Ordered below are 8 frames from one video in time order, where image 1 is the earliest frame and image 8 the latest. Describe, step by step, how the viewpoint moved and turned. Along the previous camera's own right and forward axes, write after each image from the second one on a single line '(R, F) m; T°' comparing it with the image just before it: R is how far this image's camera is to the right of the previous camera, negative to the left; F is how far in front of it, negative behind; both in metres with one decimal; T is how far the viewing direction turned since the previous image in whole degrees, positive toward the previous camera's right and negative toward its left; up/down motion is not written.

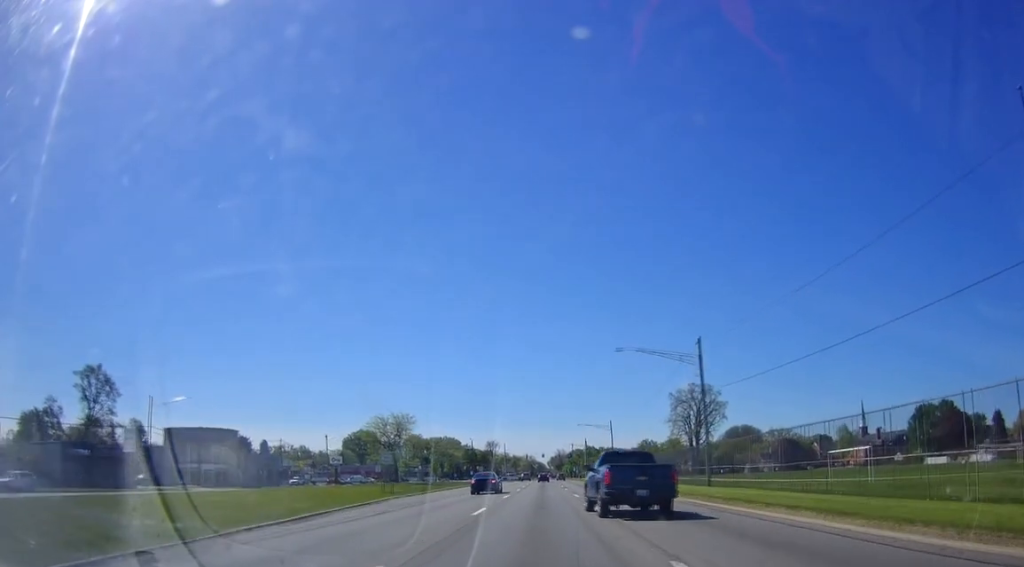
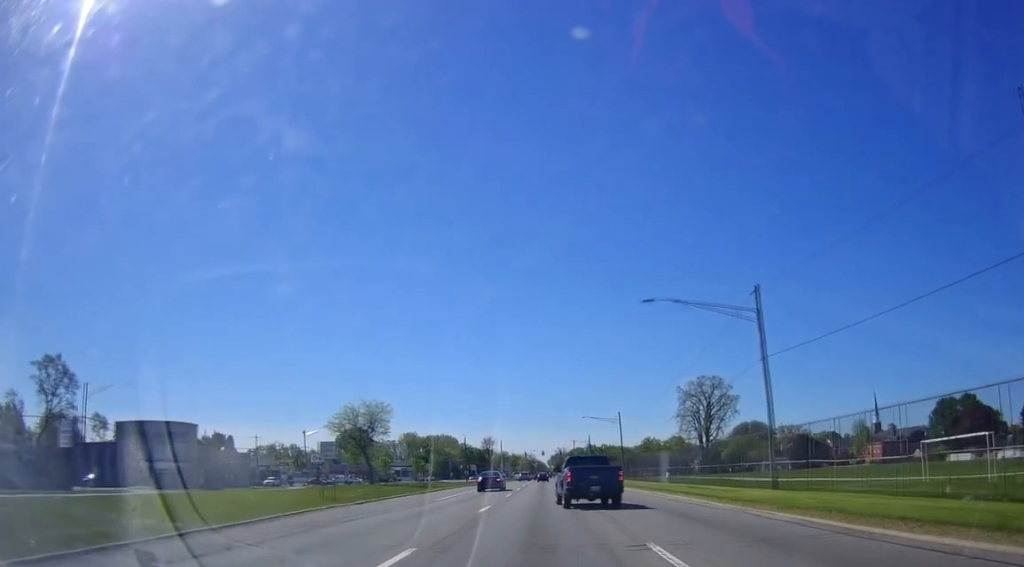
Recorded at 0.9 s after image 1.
(-0.5, +12.8) m; -1°
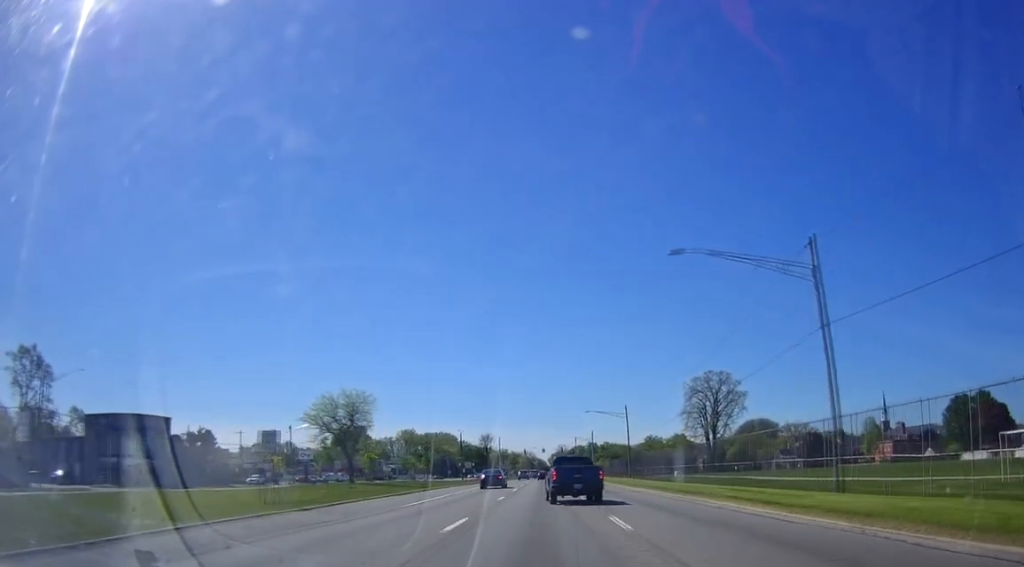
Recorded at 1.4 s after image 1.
(-0.1, +7.3) m; +1°
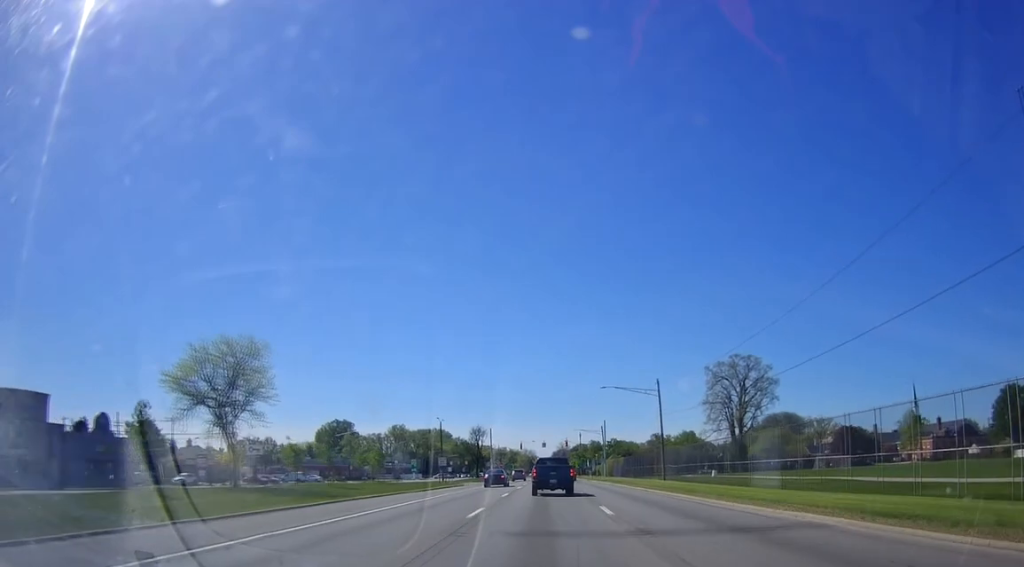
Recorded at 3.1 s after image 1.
(+1.1, +24.3) m; +3°
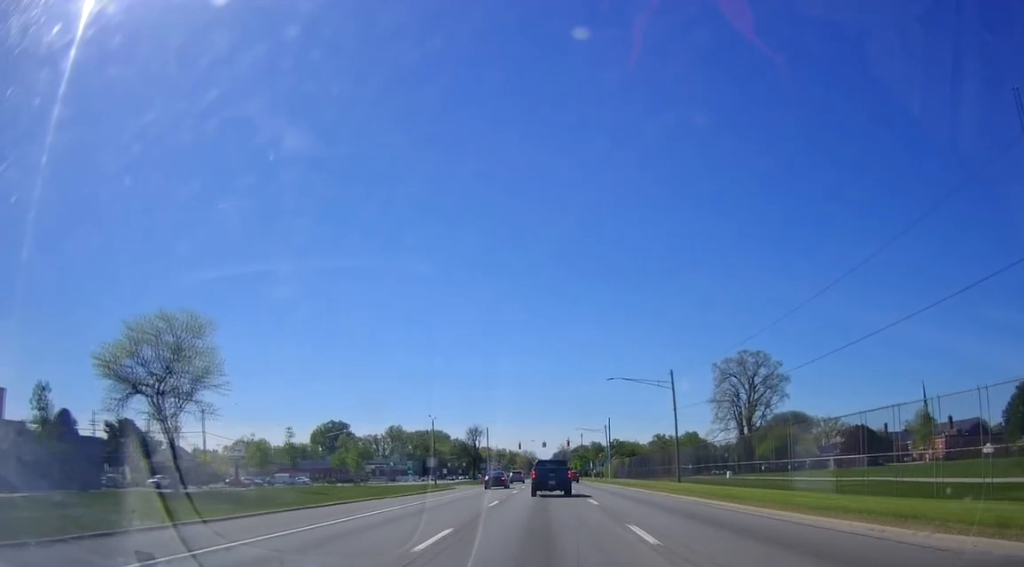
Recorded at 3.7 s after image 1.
(0.0, +6.9) m; 0°
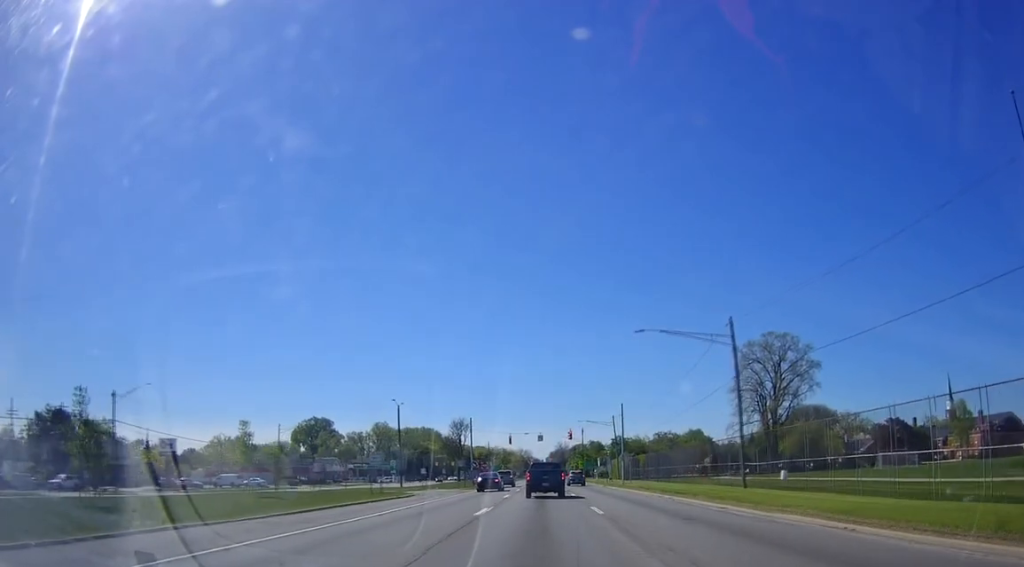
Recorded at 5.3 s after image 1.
(0.0, +19.9) m; 0°
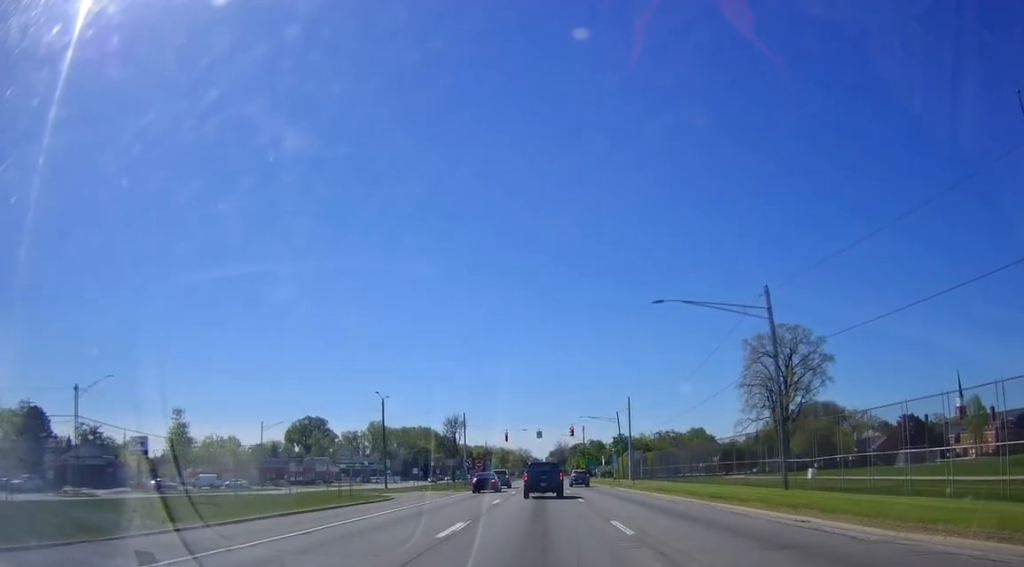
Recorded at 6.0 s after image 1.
(0.0, +6.6) m; 0°
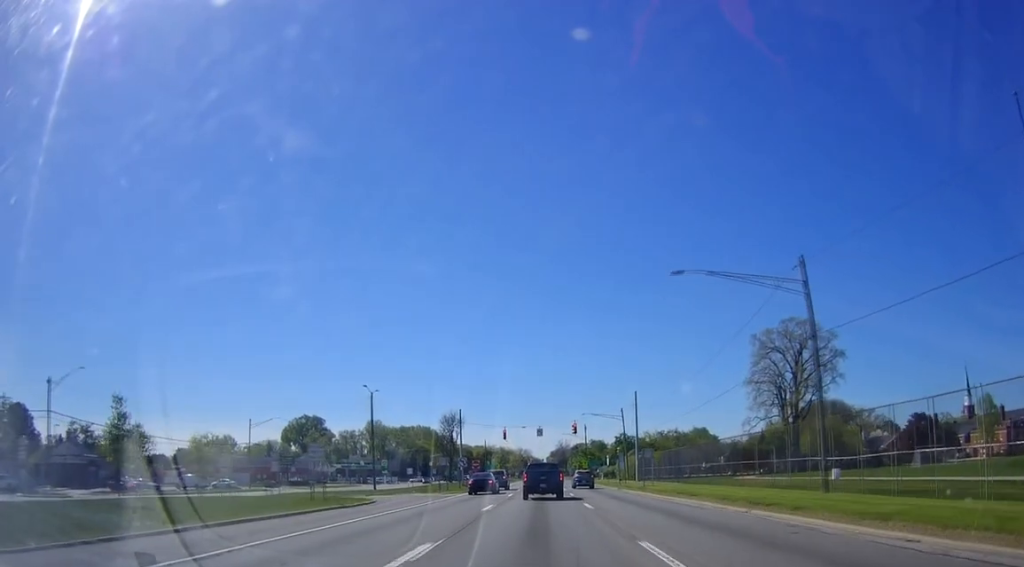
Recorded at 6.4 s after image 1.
(0.0, +4.5) m; 0°
